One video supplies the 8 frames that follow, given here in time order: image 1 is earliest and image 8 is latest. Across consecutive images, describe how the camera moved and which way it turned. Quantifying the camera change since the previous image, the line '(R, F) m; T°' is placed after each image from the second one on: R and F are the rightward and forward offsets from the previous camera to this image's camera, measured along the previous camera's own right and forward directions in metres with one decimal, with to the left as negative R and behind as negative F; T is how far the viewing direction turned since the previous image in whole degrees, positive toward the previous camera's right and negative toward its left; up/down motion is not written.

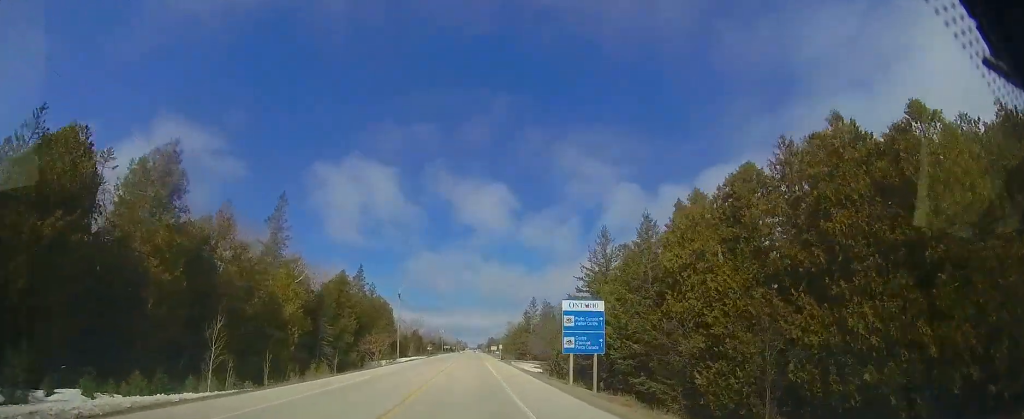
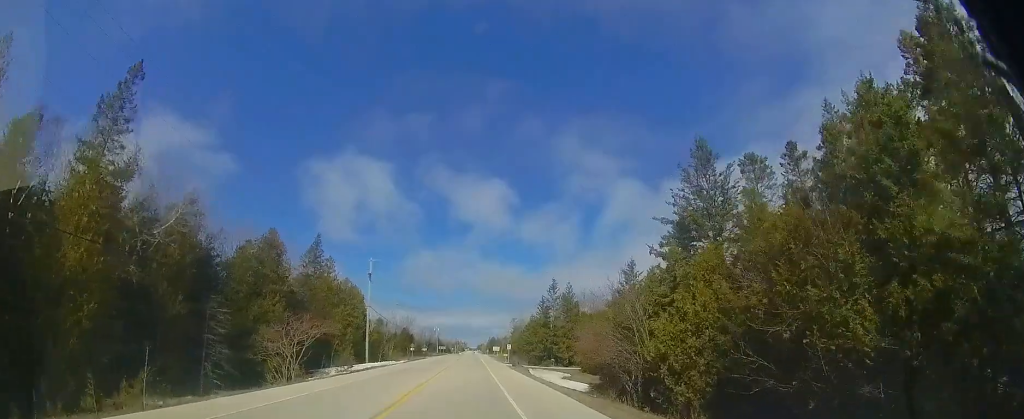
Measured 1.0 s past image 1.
(0.0, +19.6) m; +1°
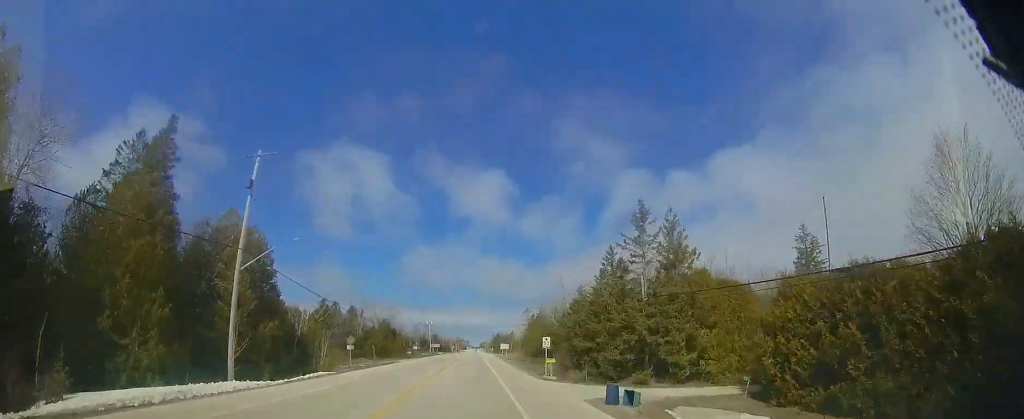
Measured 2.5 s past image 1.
(+0.4, +28.9) m; 0°
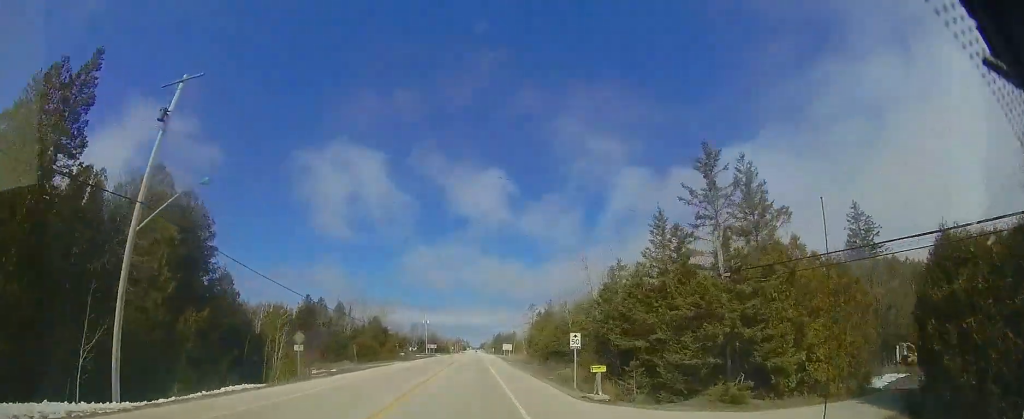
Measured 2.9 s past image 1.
(0.0, +8.3) m; 0°
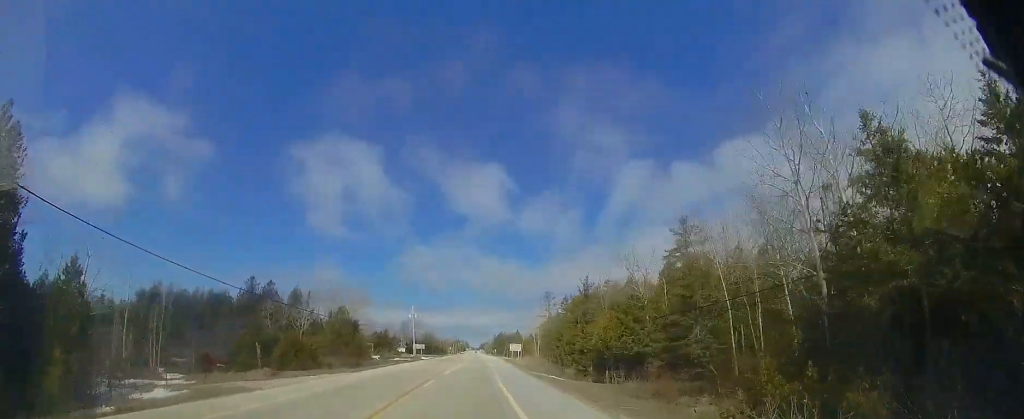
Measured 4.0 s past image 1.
(-0.3, +20.3) m; -1°
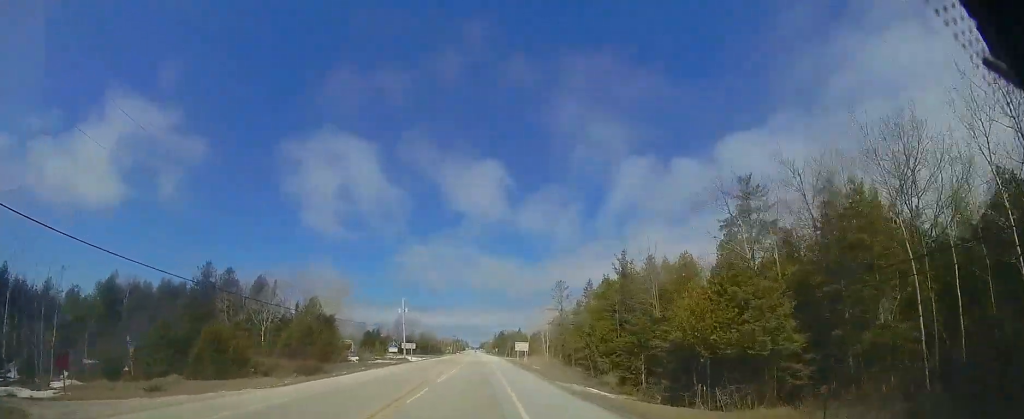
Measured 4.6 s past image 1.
(0.0, +10.7) m; 0°
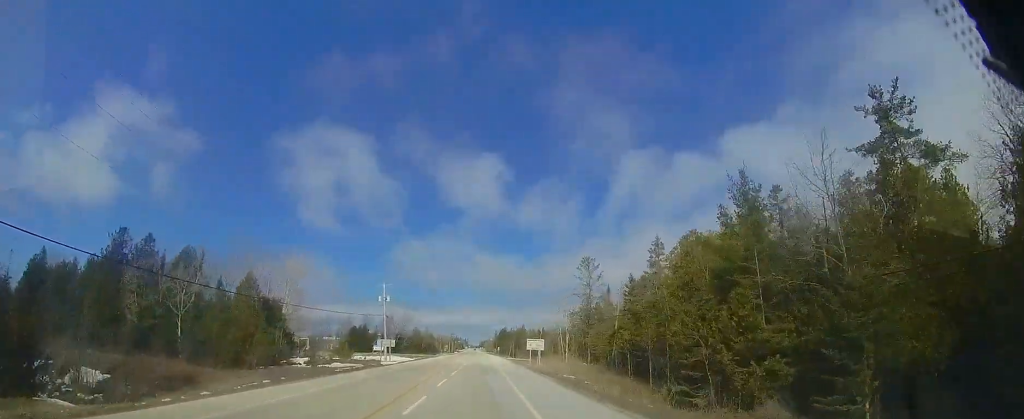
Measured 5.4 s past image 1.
(0.0, +15.1) m; 0°
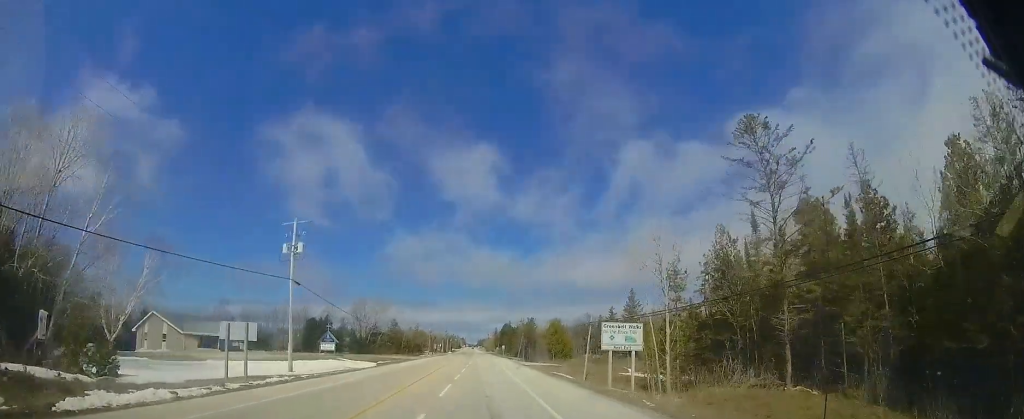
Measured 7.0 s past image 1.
(0.0, +29.8) m; 0°
